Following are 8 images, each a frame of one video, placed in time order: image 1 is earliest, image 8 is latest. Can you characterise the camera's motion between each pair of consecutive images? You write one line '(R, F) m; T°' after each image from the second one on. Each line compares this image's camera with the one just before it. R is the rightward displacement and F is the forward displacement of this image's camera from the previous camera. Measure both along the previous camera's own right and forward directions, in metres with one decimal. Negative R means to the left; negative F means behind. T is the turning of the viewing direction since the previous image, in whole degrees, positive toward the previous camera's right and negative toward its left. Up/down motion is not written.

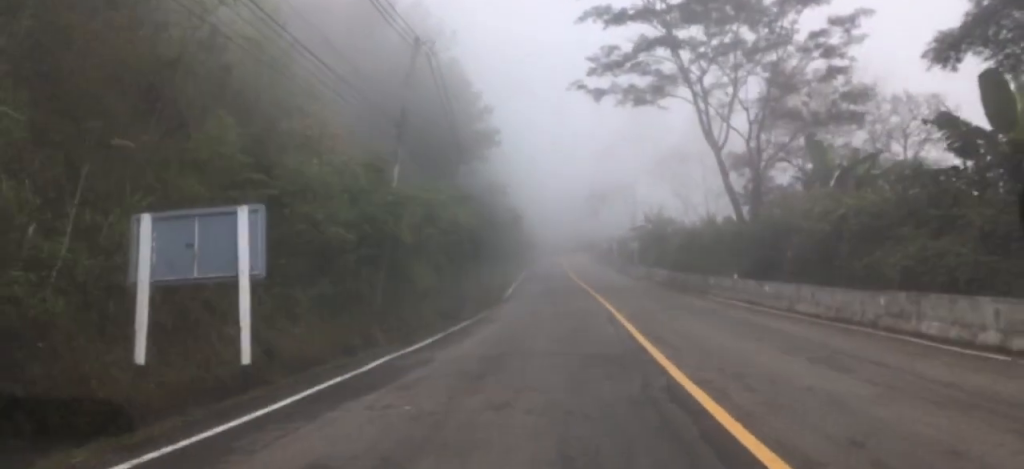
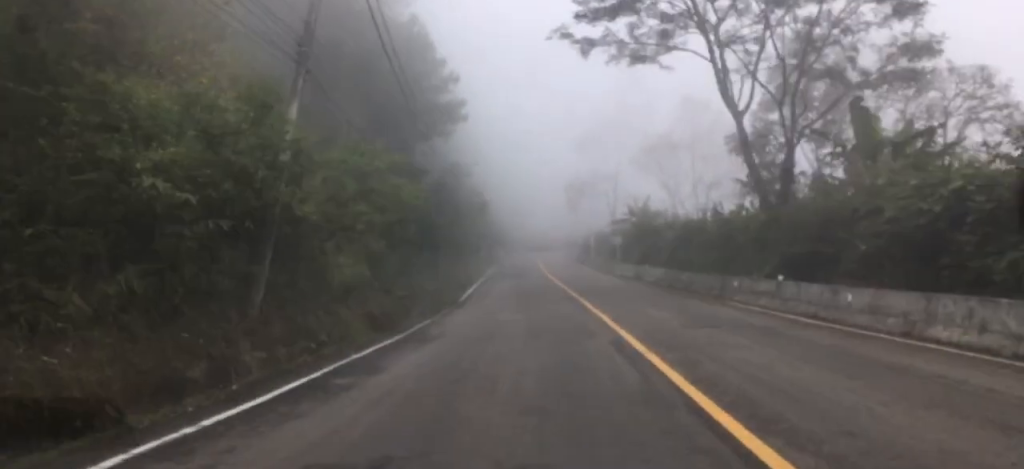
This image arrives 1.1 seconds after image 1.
(-1.2, +9.4) m; -4°
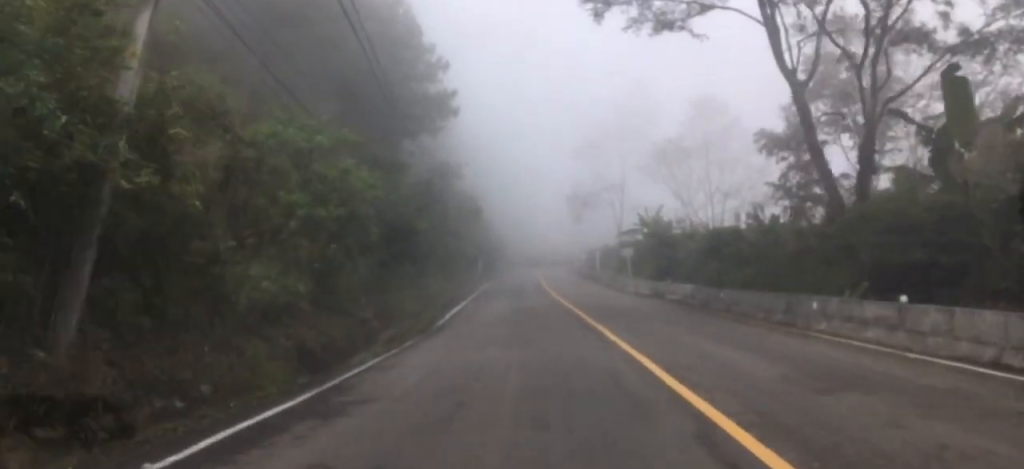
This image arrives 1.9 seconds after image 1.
(+0.3, +7.4) m; +7°
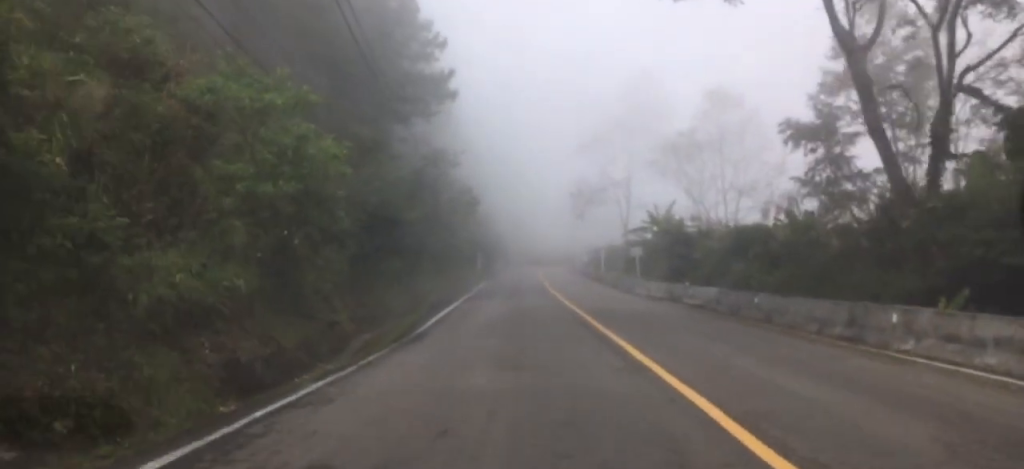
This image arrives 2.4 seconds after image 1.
(+0.1, +4.2) m; +6°
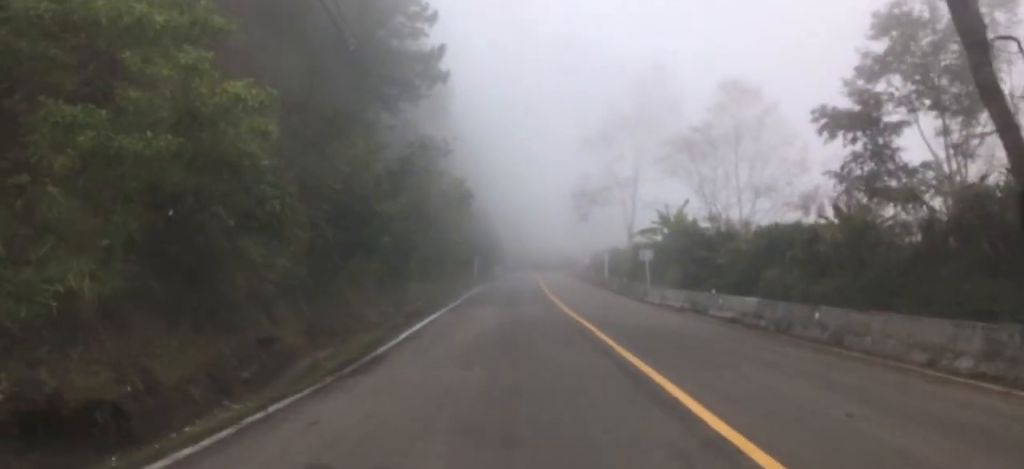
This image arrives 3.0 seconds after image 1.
(+0.5, +5.4) m; 0°
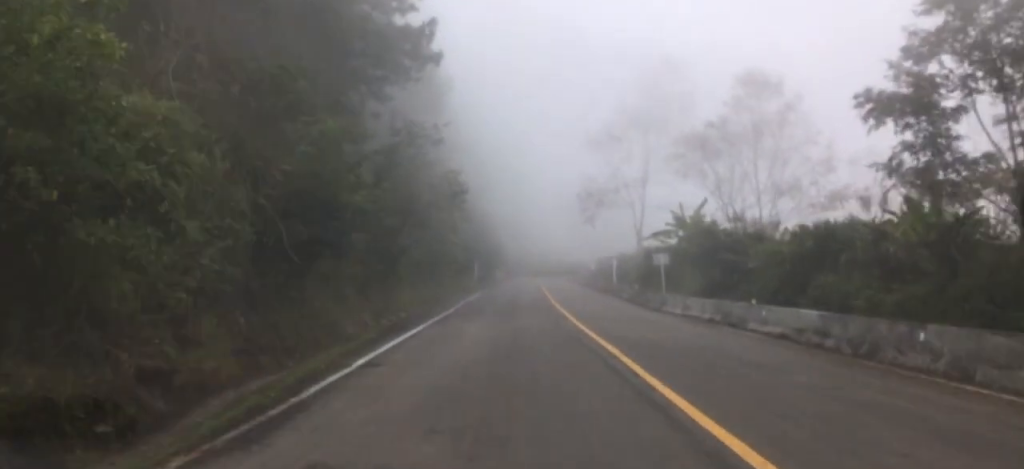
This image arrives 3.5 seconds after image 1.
(+0.4, +5.0) m; -2°
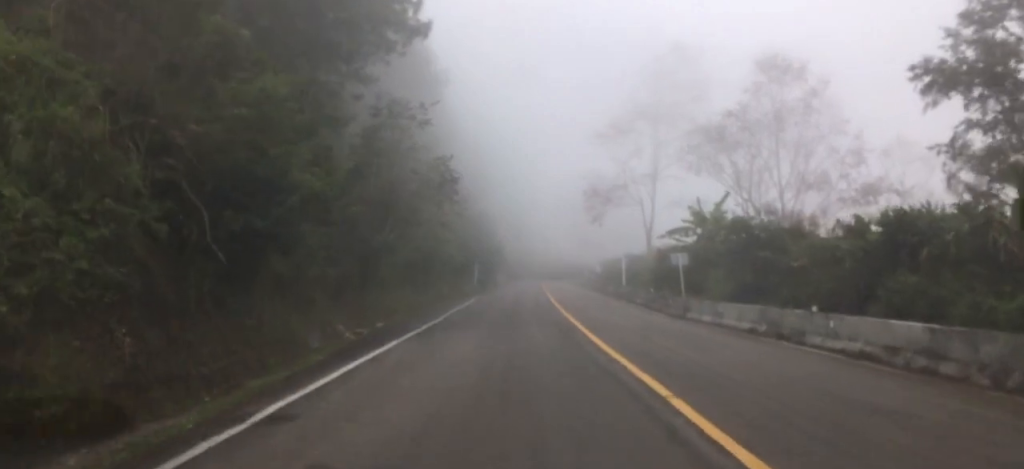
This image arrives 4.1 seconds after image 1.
(-0.6, +4.9) m; -5°
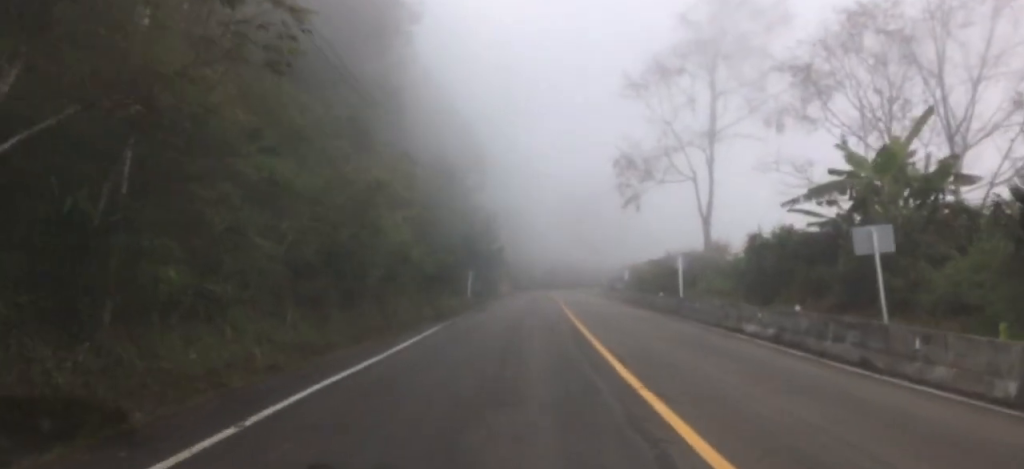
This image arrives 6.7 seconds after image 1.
(-1.6, +21.6) m; -2°
